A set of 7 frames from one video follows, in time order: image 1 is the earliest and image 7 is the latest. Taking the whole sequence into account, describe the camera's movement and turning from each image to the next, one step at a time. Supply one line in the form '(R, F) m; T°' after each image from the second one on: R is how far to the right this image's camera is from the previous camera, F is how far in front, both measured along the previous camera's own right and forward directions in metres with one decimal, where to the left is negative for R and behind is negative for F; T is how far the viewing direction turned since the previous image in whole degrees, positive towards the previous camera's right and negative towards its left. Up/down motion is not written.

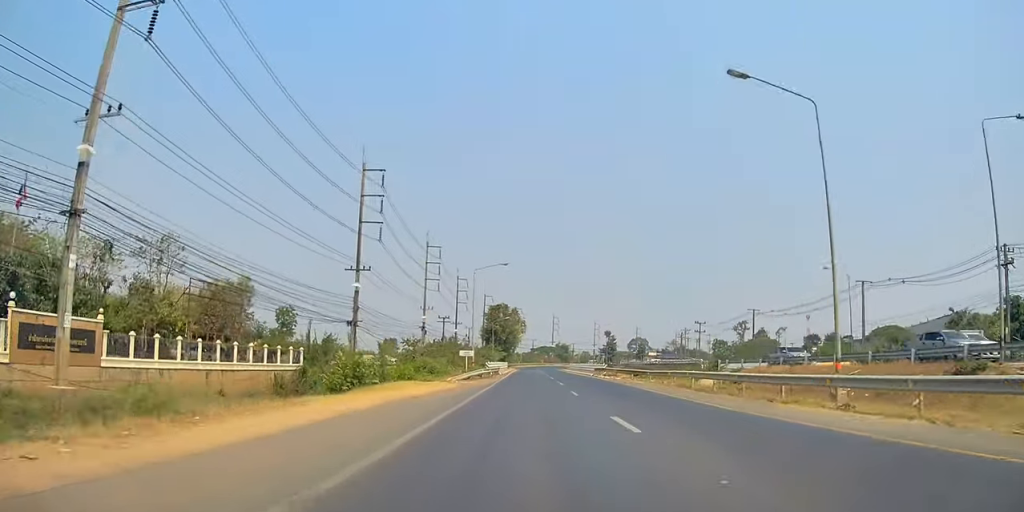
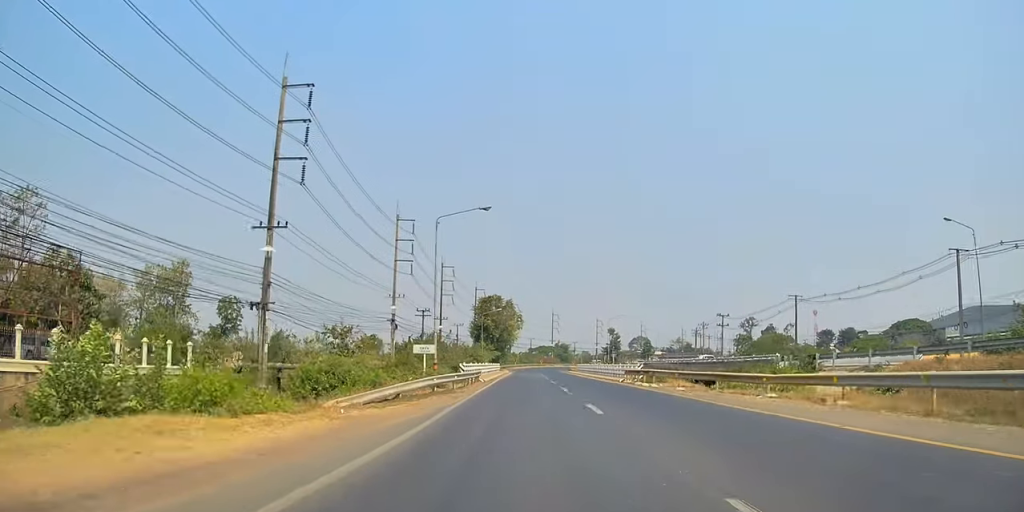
(+0.3, +20.8) m; 0°
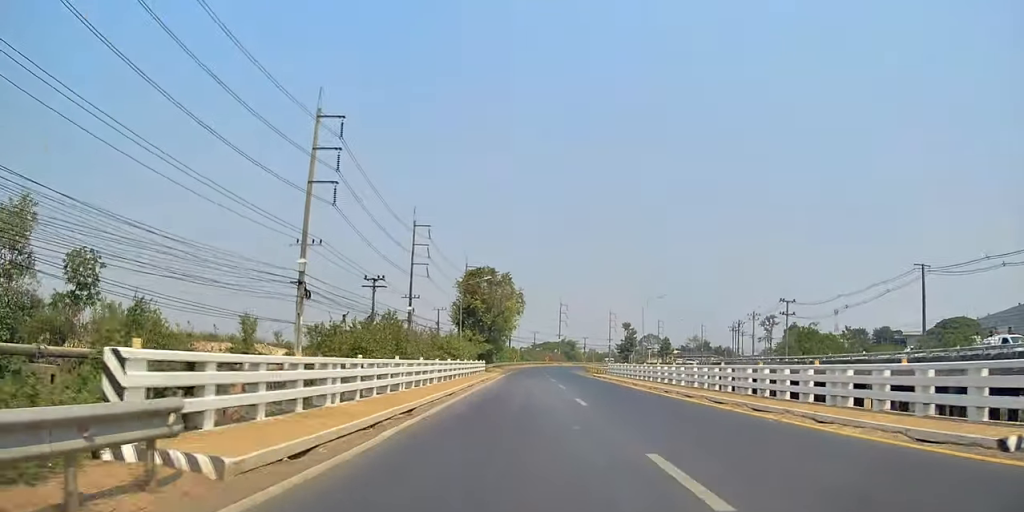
(-0.8, +32.6) m; 0°
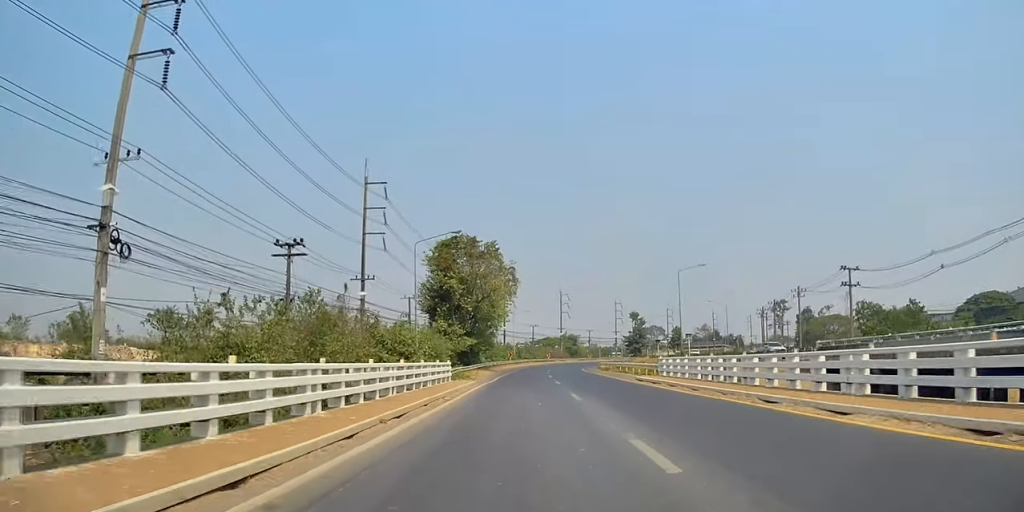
(+0.6, +23.2) m; +1°
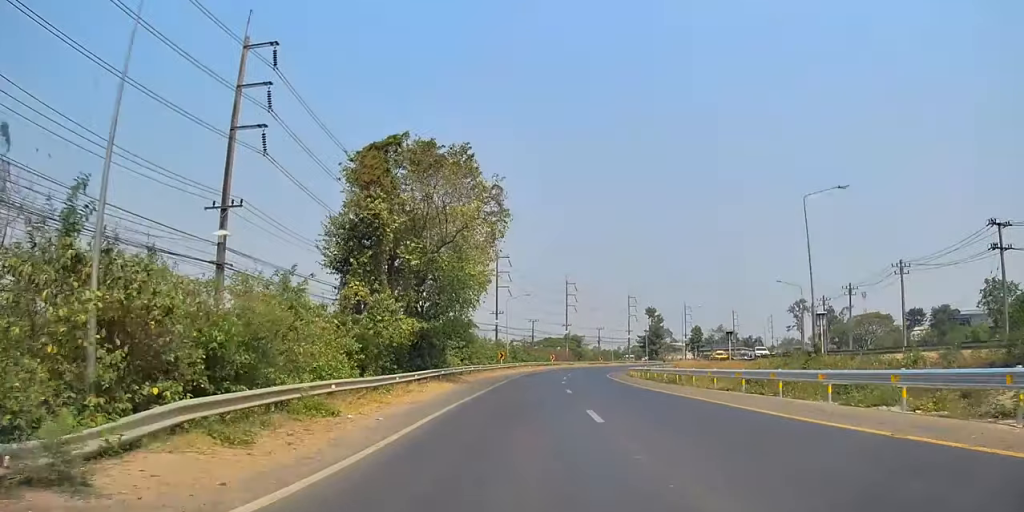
(-0.5, +29.7) m; 0°
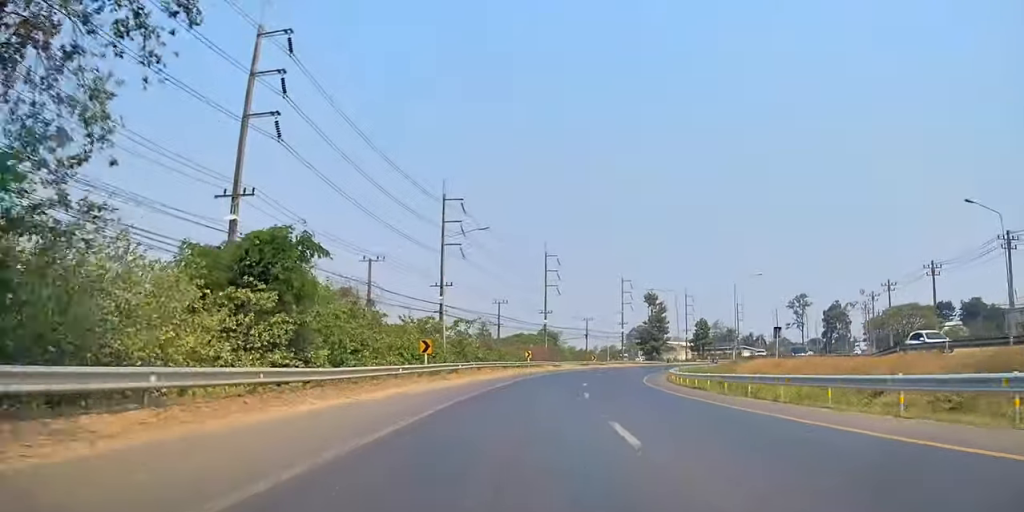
(0.0, +41.0) m; 0°
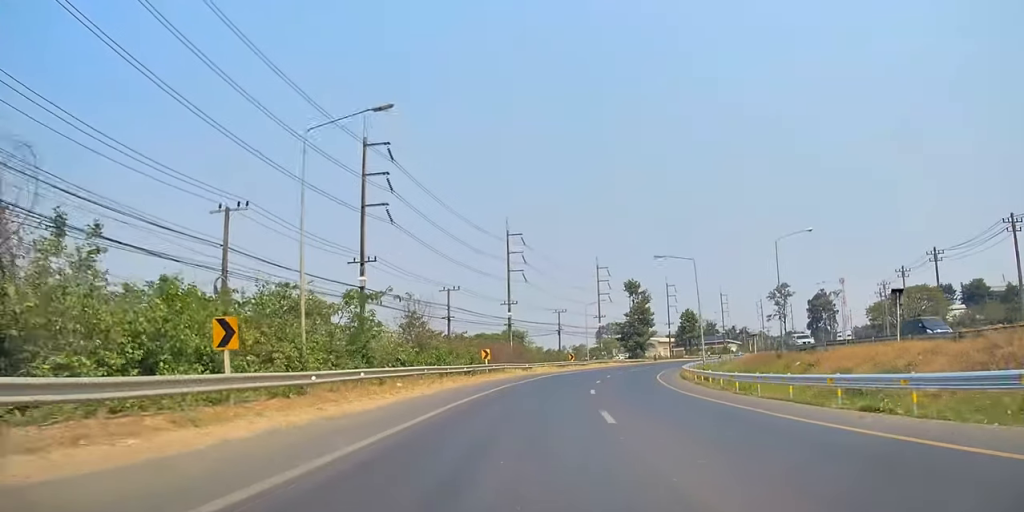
(+0.5, +20.8) m; +3°
